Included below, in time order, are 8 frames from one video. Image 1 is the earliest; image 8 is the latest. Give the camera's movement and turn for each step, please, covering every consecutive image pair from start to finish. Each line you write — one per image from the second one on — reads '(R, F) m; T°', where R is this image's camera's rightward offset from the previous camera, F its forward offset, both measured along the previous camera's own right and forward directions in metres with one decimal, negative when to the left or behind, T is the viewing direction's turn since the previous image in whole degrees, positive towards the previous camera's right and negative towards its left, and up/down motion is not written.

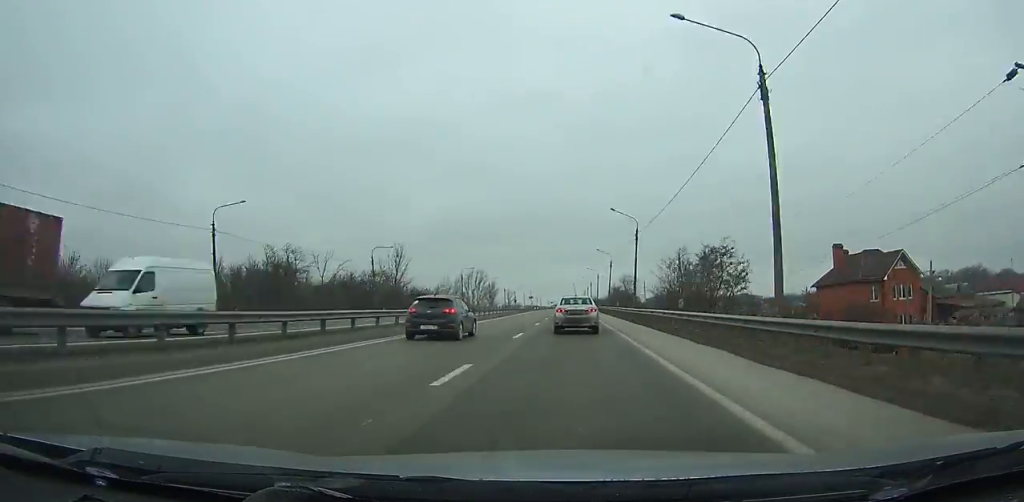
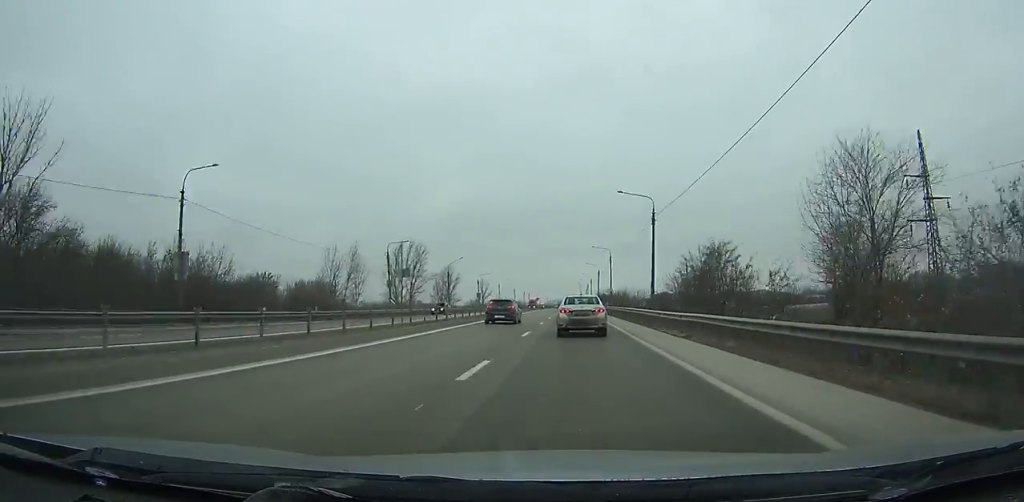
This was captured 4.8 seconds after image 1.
(+0.3, +94.2) m; 0°
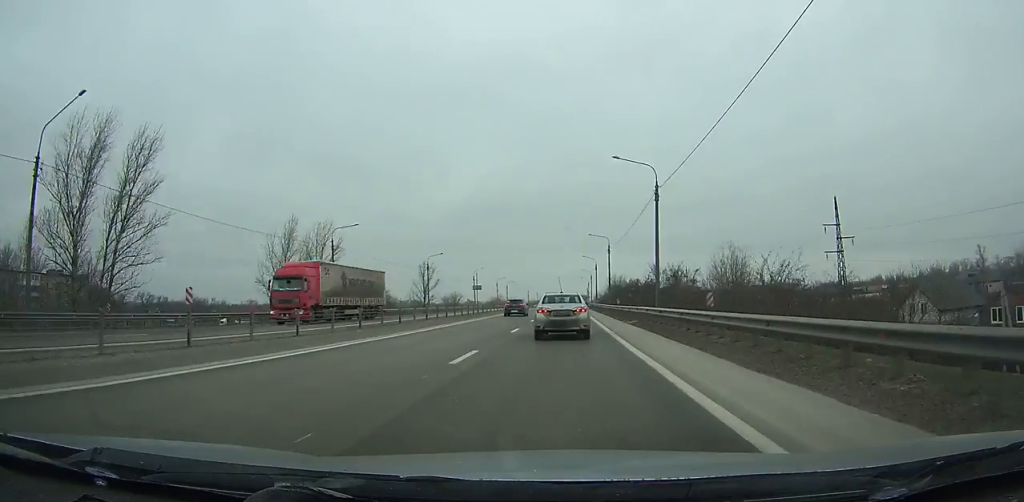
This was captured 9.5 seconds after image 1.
(+0.1, +92.5) m; 0°
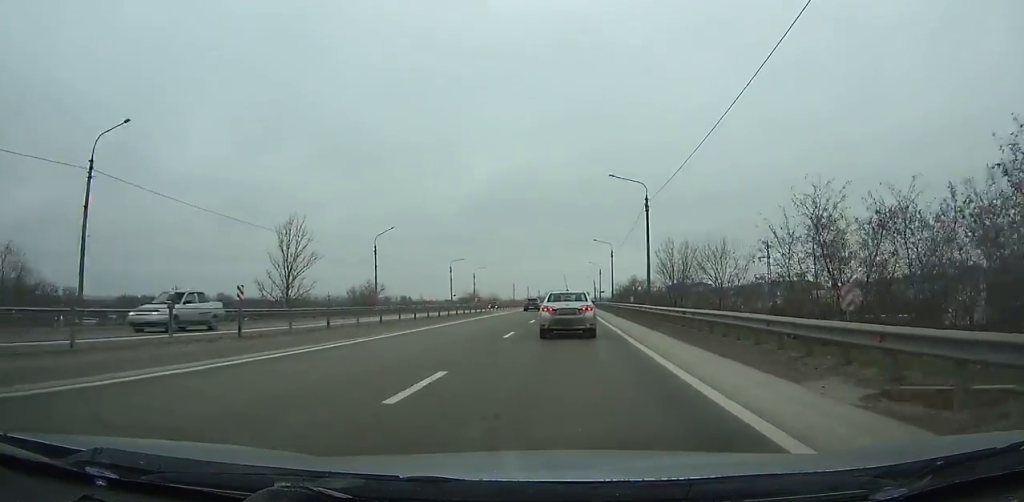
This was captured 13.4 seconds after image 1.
(-0.1, +76.7) m; 0°
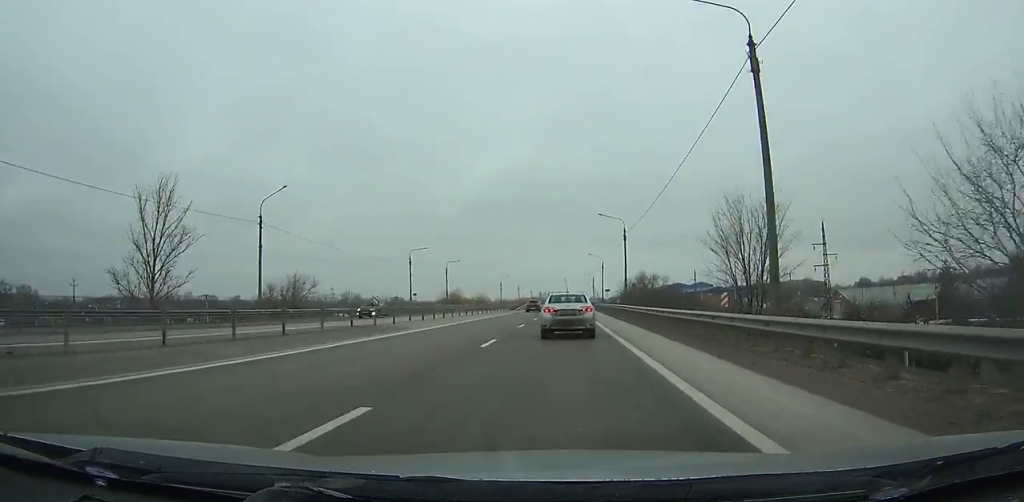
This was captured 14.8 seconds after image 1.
(+0.2, +27.8) m; 0°
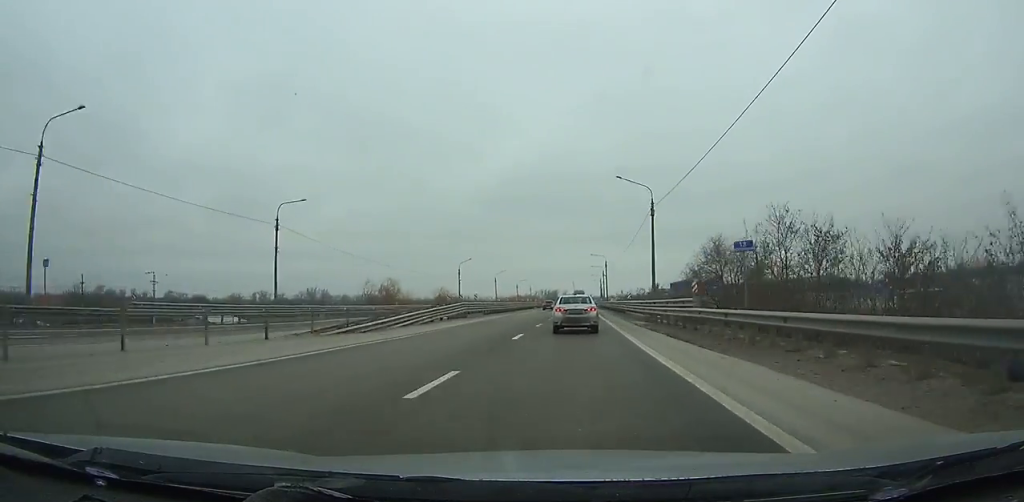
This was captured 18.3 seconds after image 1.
(+0.3, +70.2) m; +1°
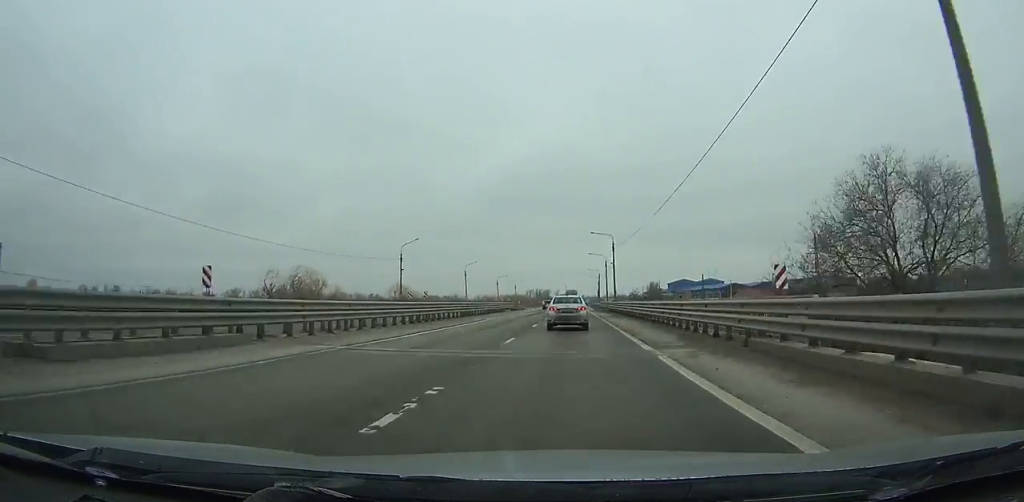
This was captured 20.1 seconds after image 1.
(+0.1, +36.7) m; 0°
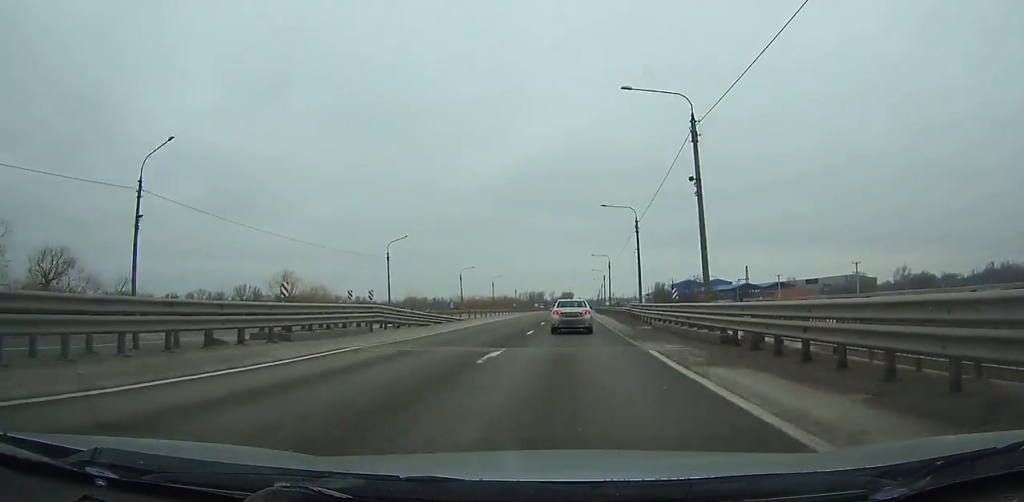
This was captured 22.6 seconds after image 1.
(+0.3, +51.6) m; +1°
